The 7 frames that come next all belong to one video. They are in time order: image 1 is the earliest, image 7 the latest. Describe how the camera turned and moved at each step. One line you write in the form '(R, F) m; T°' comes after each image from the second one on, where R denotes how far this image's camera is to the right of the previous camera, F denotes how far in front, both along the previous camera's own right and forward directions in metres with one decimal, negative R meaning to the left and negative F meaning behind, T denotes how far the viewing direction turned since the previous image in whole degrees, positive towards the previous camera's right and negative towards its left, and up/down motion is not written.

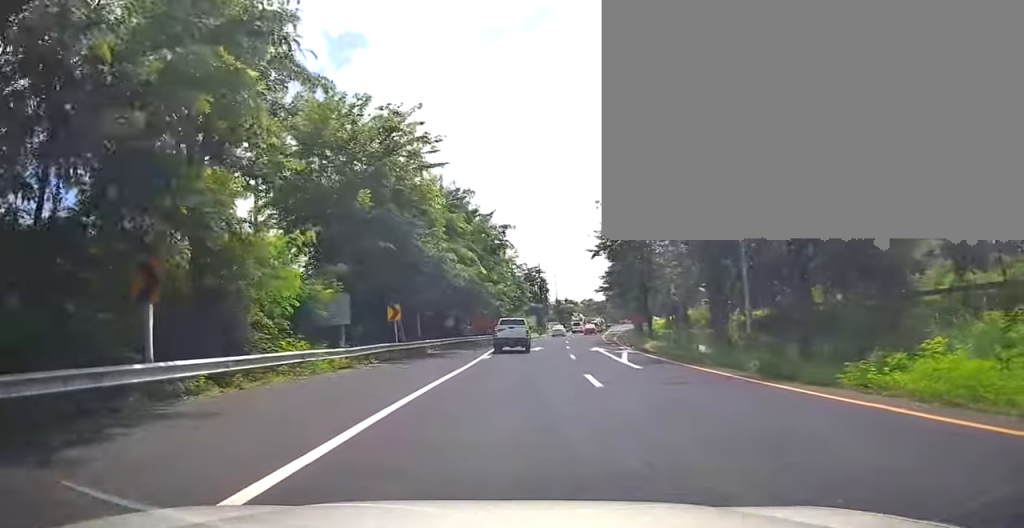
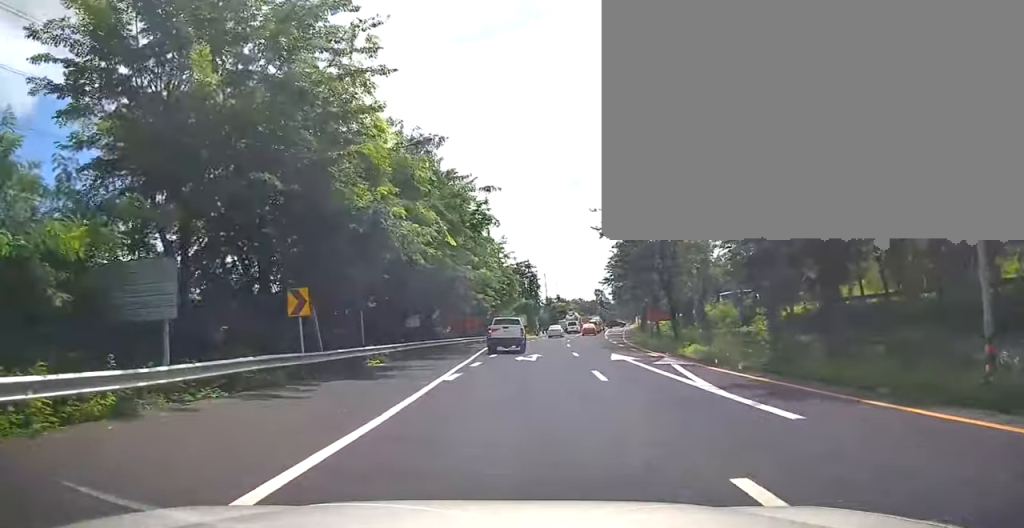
(0.0, +10.9) m; 0°
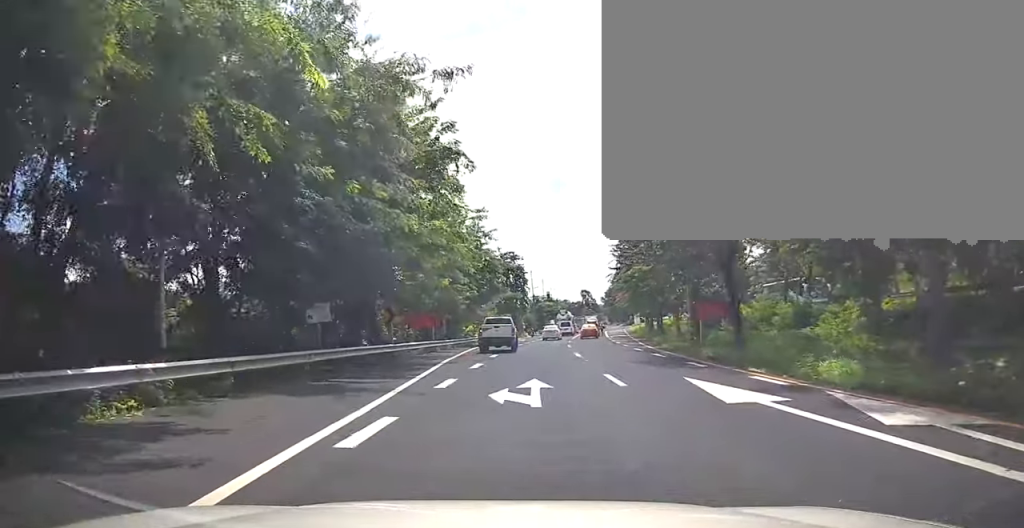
(+0.1, +13.8) m; +2°
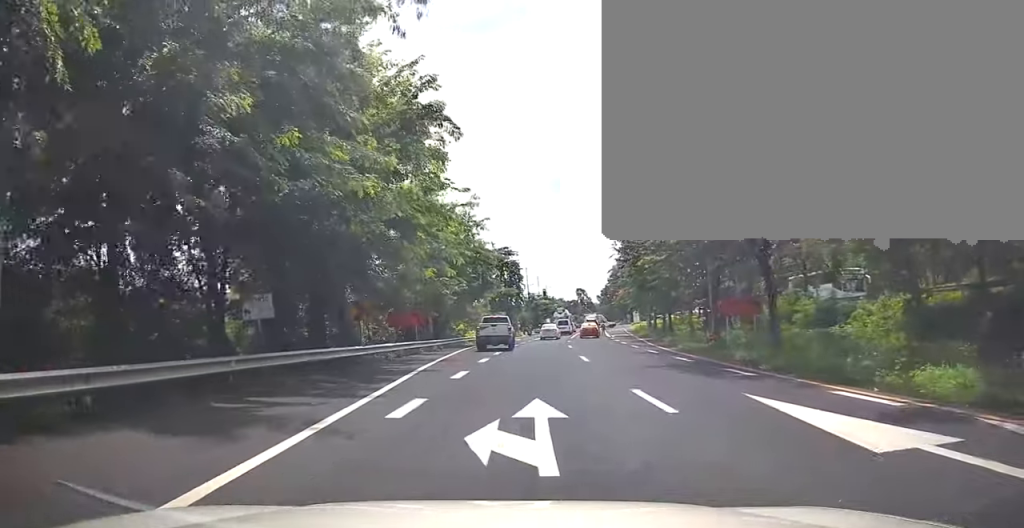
(0.0, +4.4) m; +1°
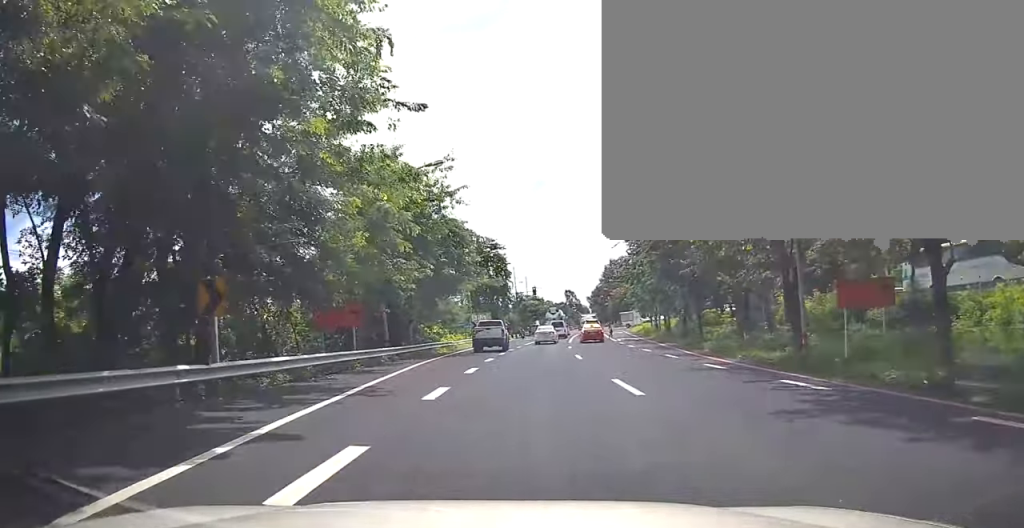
(+0.4, +10.3) m; +3°
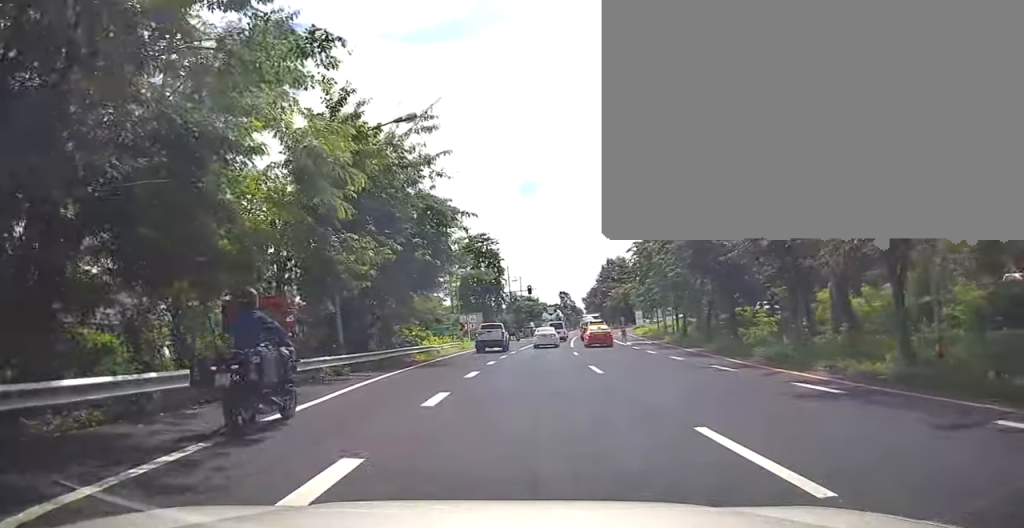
(0.0, +6.6) m; -1°
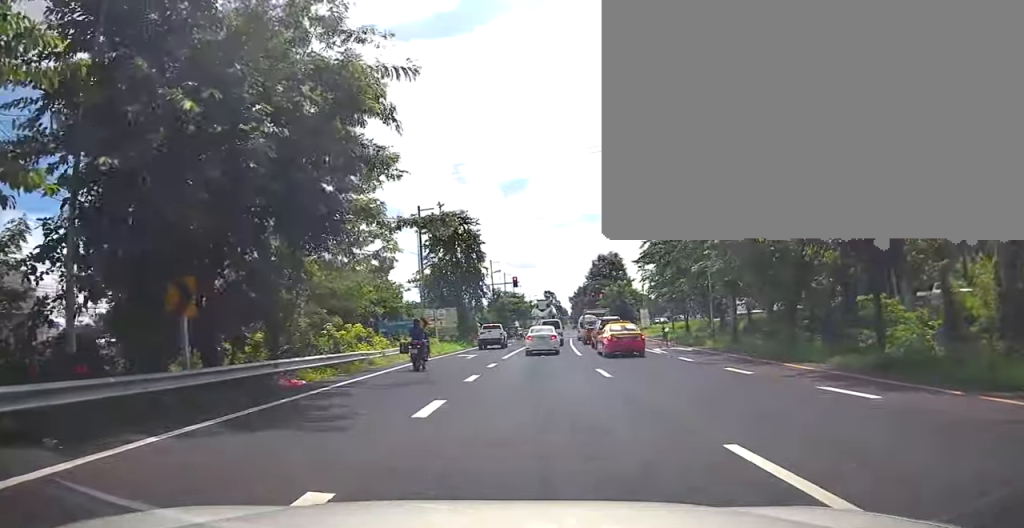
(+0.1, +12.9) m; +1°
